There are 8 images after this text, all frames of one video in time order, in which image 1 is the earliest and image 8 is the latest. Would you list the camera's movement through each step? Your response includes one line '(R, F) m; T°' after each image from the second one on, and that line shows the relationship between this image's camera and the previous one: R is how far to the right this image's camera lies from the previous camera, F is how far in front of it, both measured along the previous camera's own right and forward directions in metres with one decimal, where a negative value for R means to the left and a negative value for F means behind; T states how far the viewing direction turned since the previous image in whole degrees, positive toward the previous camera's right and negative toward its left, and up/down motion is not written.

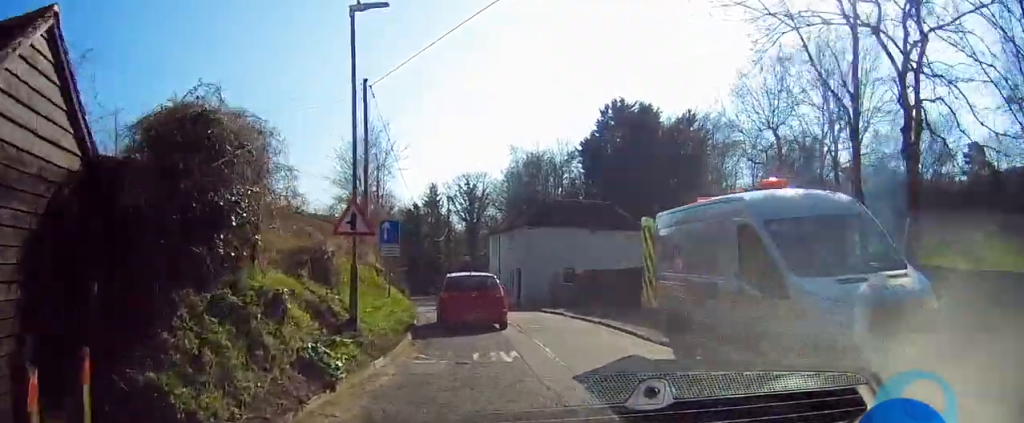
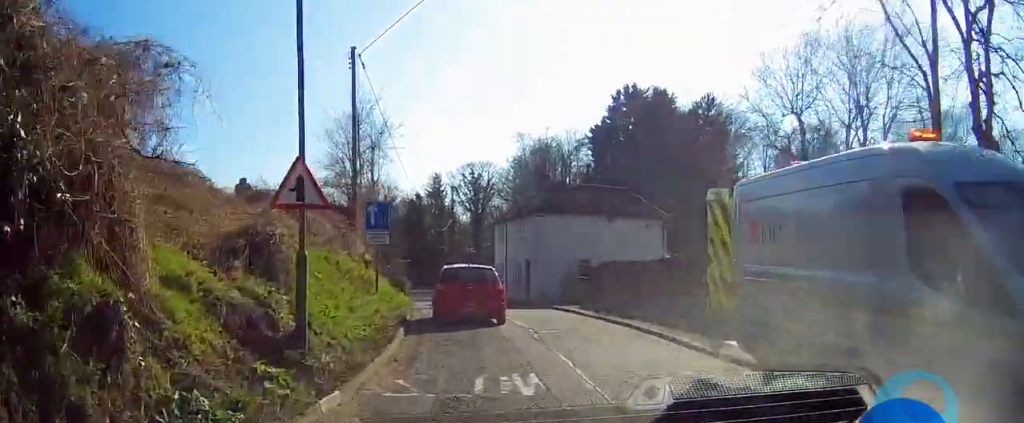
(-0.1, +3.6) m; 0°
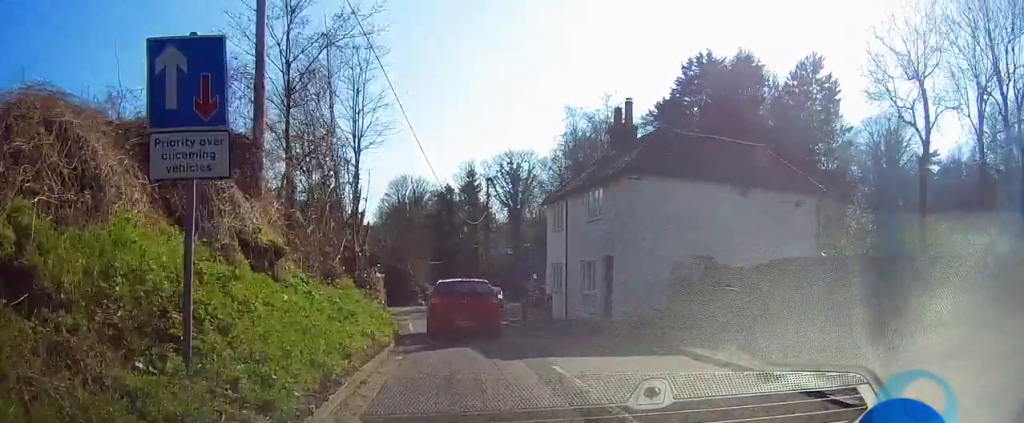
(-0.1, +13.2) m; -4°
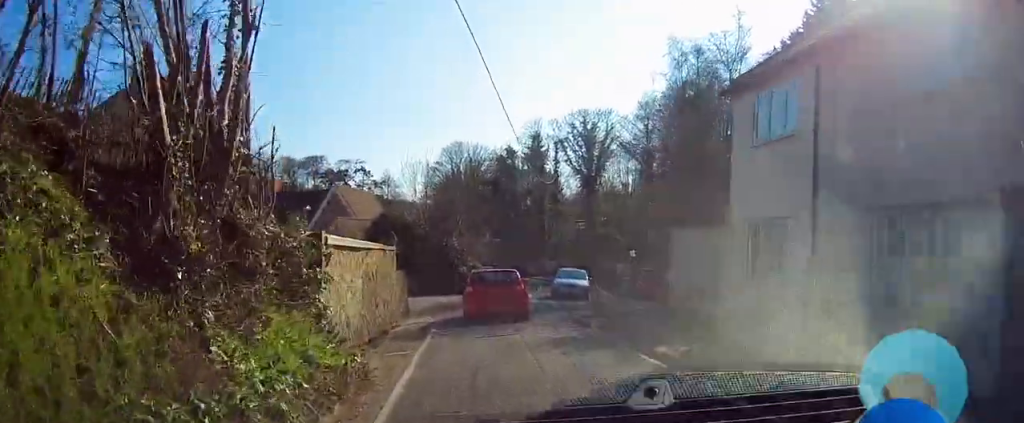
(-0.4, +15.1) m; -4°
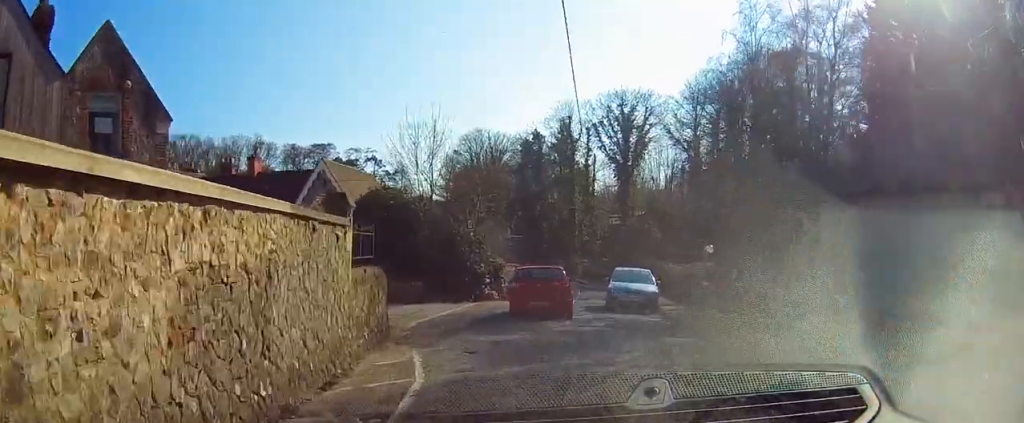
(-0.4, +9.1) m; 0°
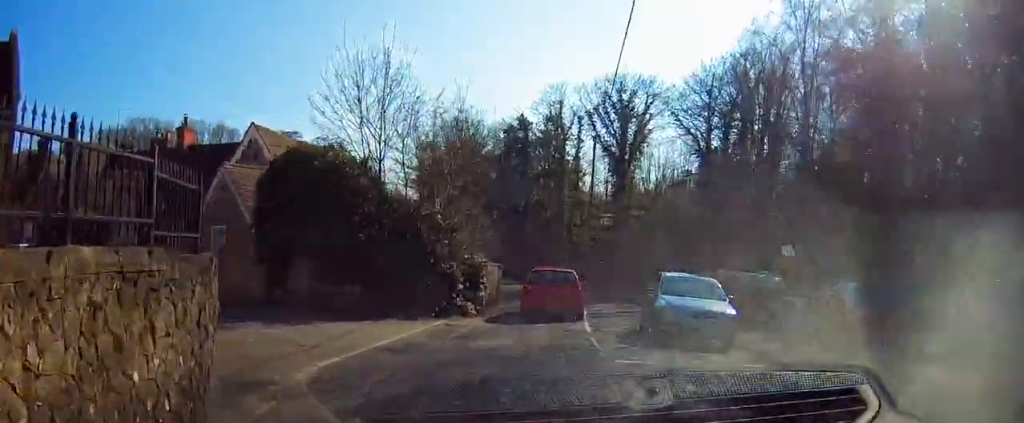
(+0.3, +8.4) m; +2°
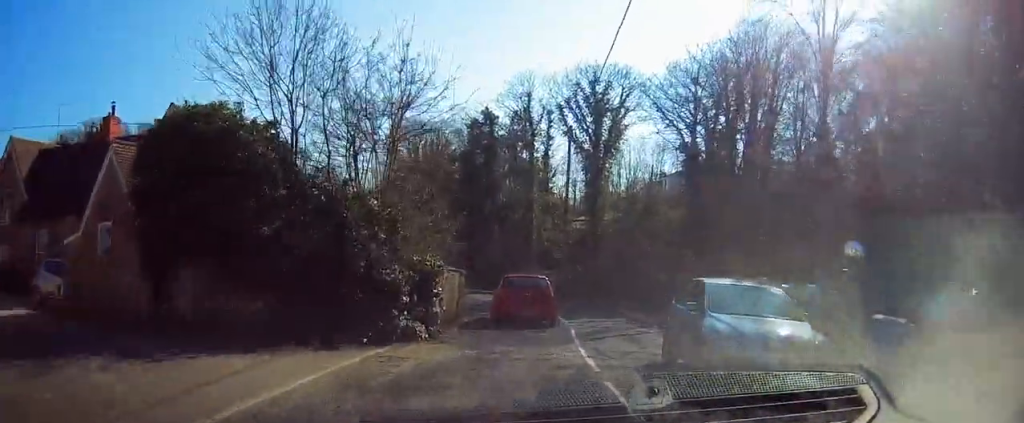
(0.0, +4.9) m; +1°
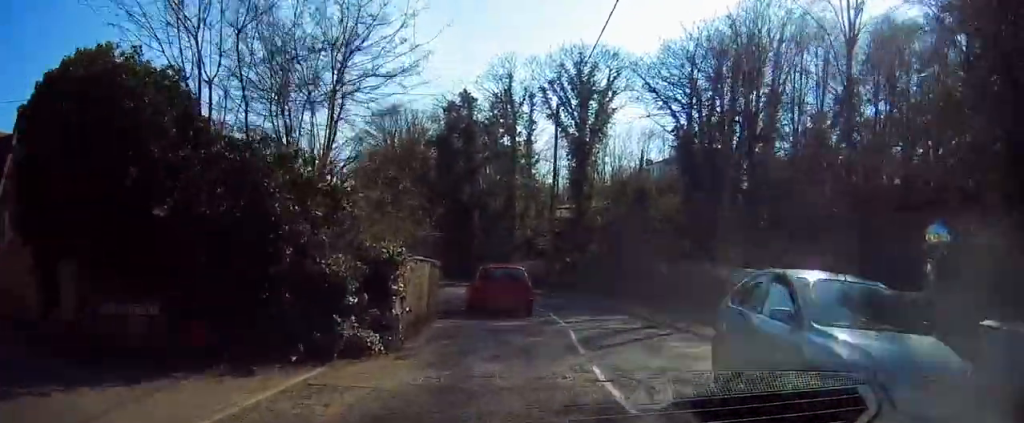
(0.0, +3.3) m; +1°
